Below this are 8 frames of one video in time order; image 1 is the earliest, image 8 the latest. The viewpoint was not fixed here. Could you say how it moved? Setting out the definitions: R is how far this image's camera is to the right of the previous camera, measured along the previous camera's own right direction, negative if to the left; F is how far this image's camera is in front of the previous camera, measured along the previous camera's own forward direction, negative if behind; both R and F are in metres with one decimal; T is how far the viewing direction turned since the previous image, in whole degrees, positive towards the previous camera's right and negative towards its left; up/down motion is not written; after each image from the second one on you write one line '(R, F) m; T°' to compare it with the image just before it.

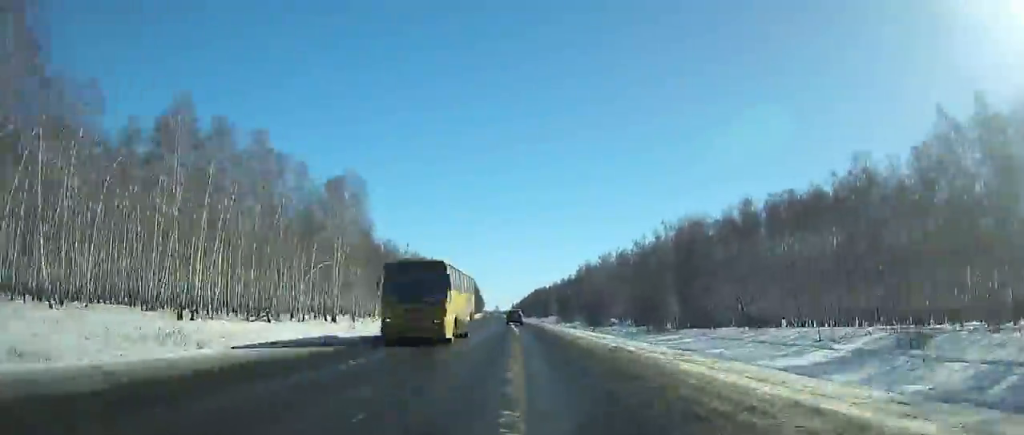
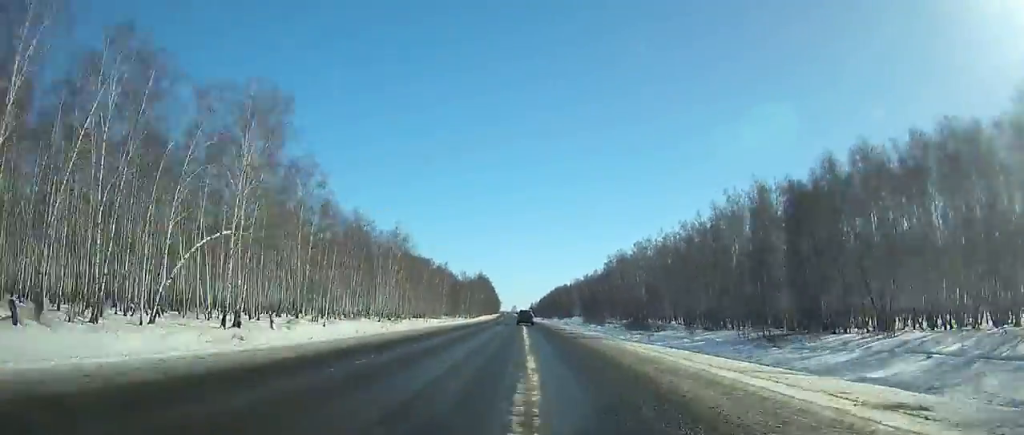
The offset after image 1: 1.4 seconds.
(-0.9, +32.0) m; -1°
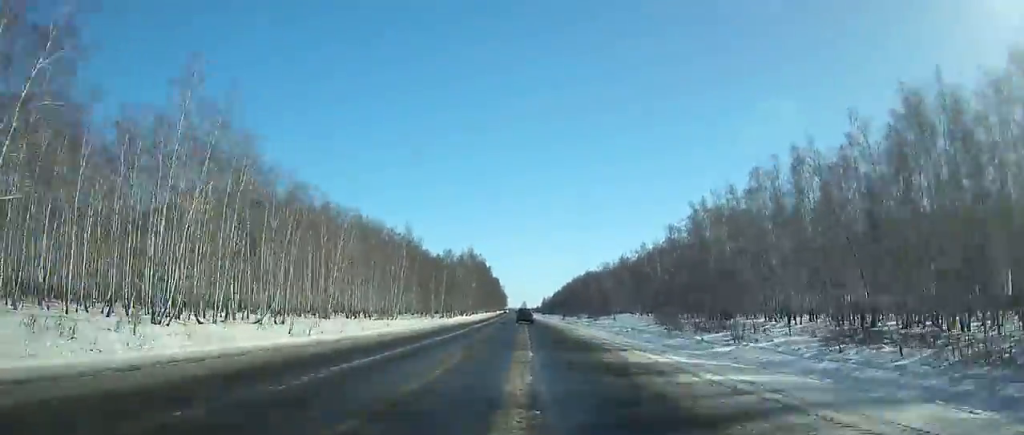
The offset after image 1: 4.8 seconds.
(-1.7, +77.9) m; -2°
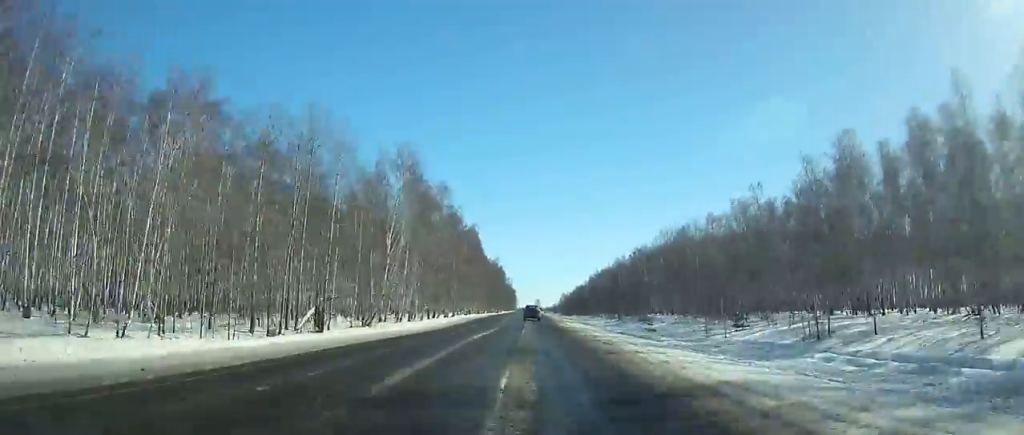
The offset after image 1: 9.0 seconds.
(-0.9, +97.0) m; -1°
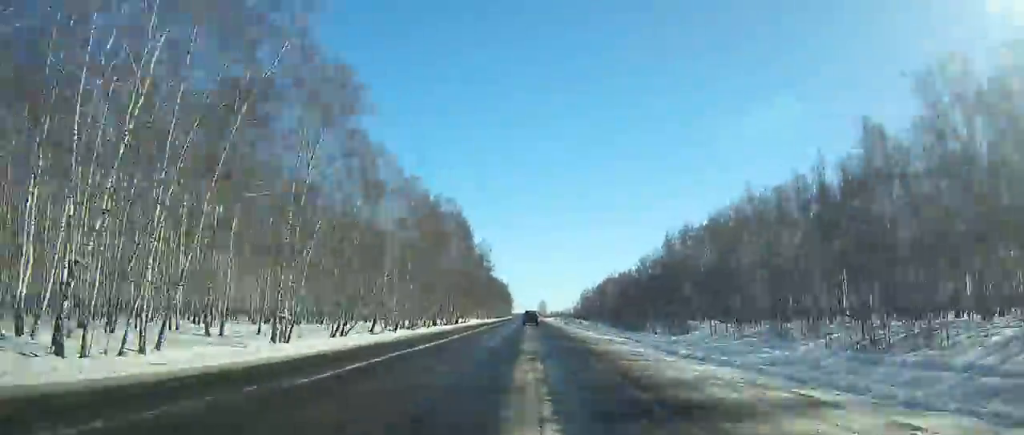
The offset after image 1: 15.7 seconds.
(-0.5, +156.0) m; 0°
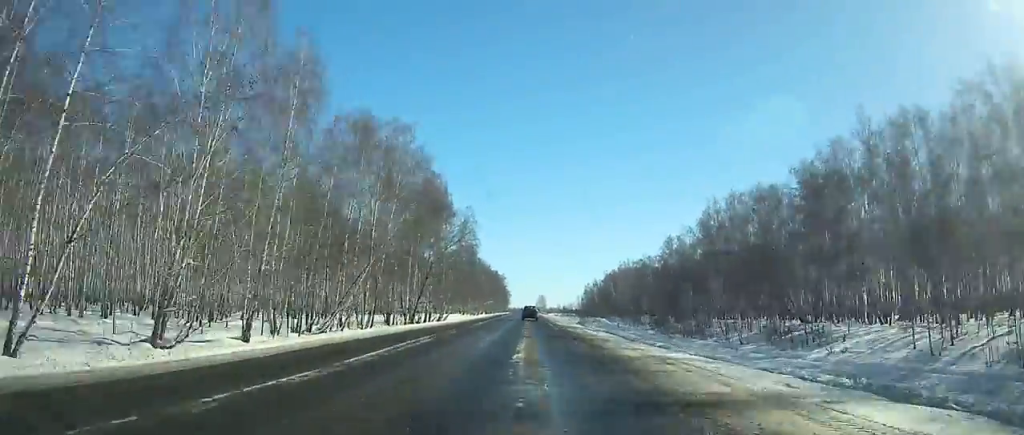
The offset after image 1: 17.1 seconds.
(0.0, +32.8) m; 0°
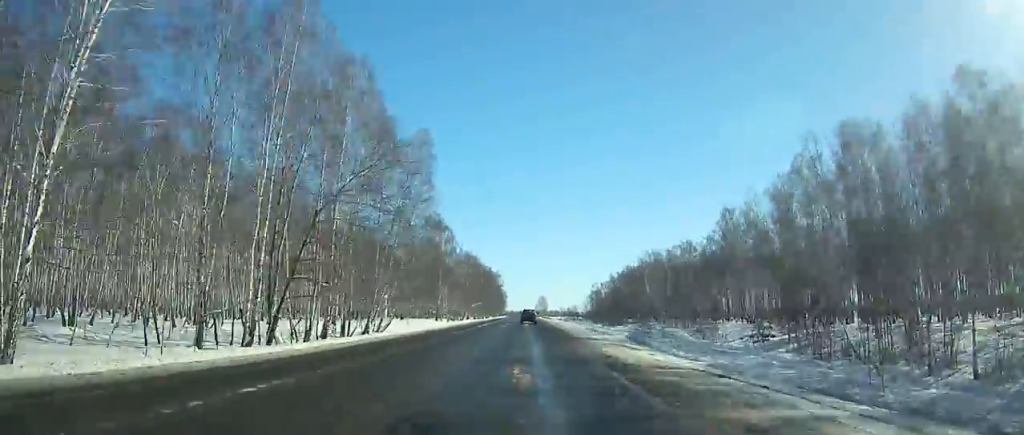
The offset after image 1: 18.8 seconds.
(0.0, +39.9) m; 0°
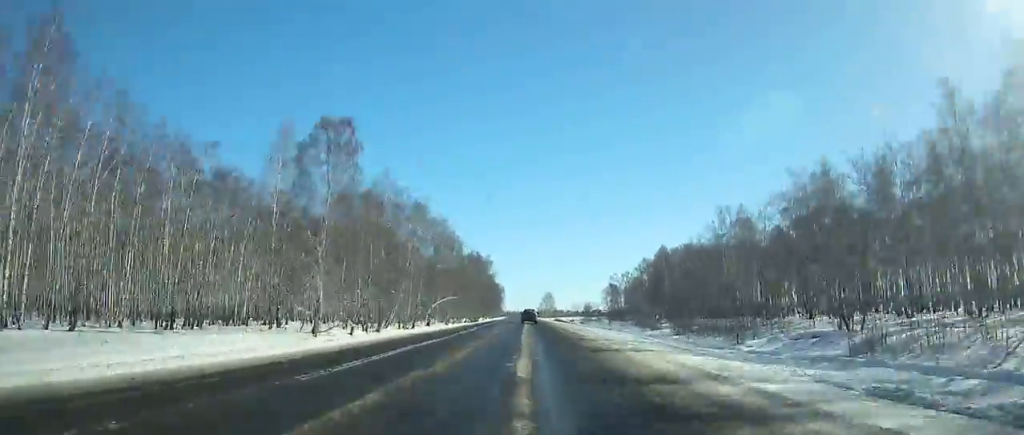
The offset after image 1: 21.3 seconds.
(-0.1, +58.7) m; 0°
